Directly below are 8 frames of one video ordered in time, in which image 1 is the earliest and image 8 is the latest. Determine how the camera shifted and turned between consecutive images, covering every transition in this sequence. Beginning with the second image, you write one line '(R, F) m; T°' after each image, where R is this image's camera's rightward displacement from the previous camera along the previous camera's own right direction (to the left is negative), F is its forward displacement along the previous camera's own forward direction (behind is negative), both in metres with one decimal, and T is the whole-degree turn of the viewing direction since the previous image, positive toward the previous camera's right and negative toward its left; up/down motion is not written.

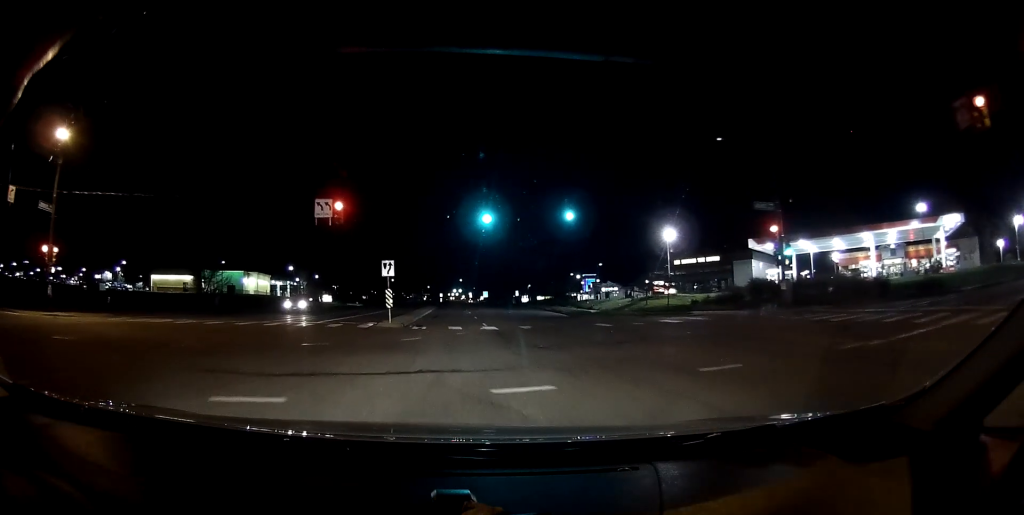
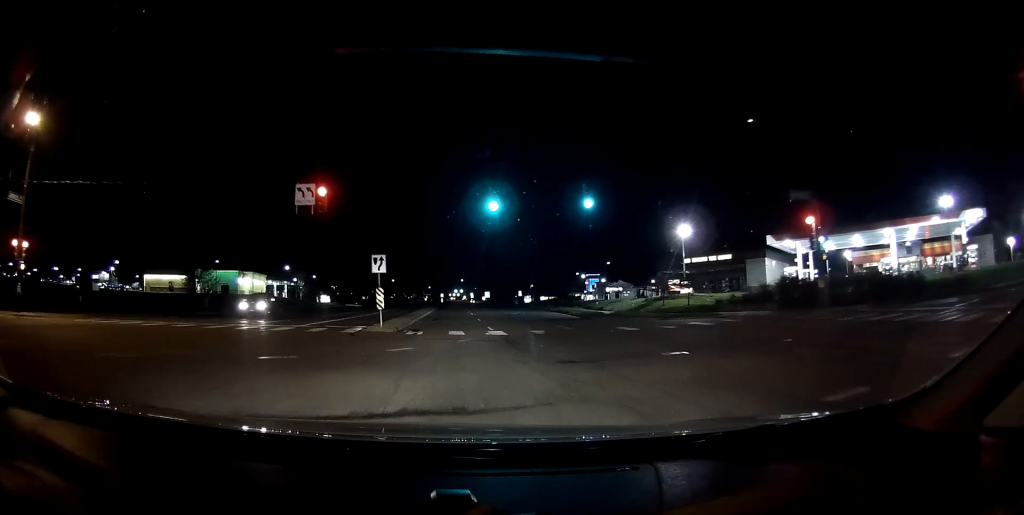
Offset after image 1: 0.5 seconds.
(0.0, +4.5) m; 0°
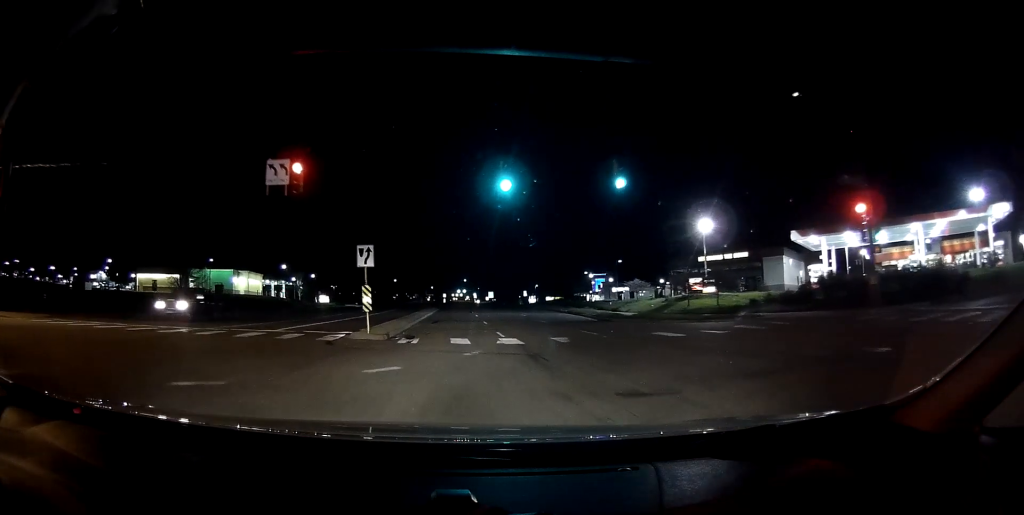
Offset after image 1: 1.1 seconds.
(0.0, +4.9) m; 0°
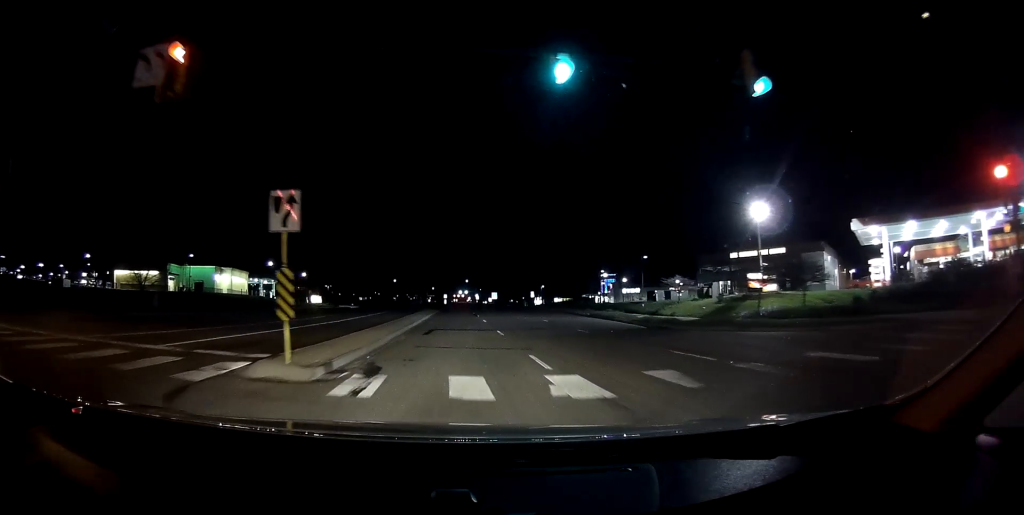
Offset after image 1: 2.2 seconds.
(0.0, +11.2) m; 0°
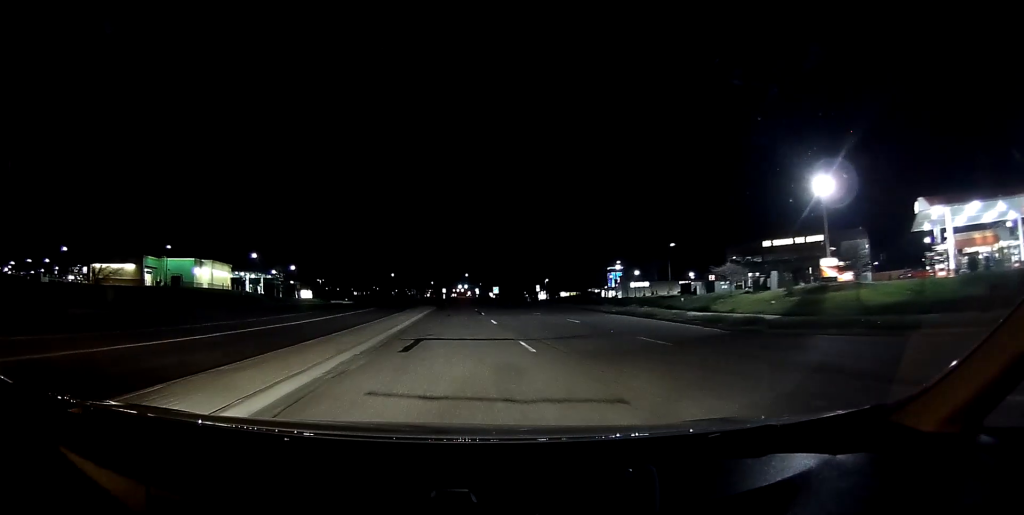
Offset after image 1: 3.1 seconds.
(0.0, +9.6) m; 0°
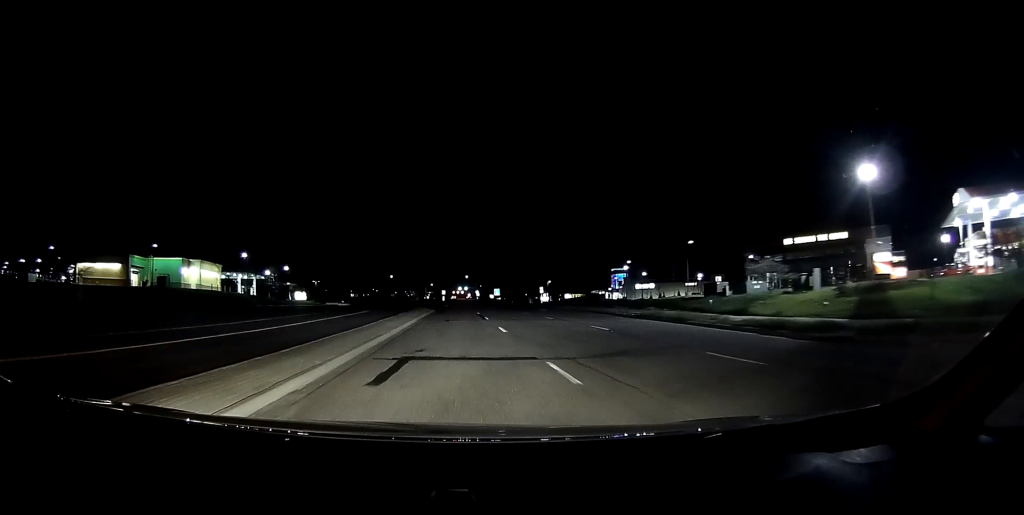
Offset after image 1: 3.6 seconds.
(0.0, +5.3) m; +1°
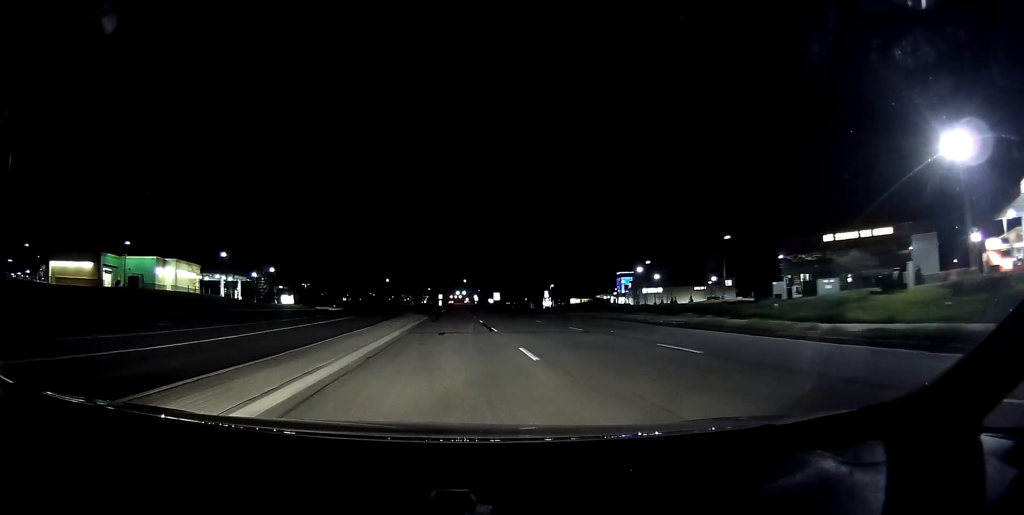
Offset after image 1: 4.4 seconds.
(0.0, +8.7) m; +1°
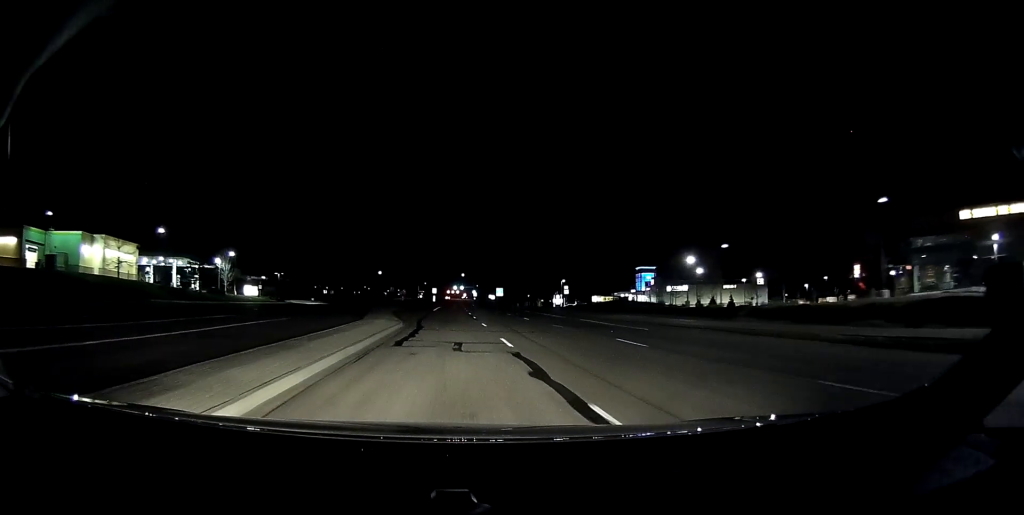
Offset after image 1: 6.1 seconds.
(0.0, +20.3) m; -2°
